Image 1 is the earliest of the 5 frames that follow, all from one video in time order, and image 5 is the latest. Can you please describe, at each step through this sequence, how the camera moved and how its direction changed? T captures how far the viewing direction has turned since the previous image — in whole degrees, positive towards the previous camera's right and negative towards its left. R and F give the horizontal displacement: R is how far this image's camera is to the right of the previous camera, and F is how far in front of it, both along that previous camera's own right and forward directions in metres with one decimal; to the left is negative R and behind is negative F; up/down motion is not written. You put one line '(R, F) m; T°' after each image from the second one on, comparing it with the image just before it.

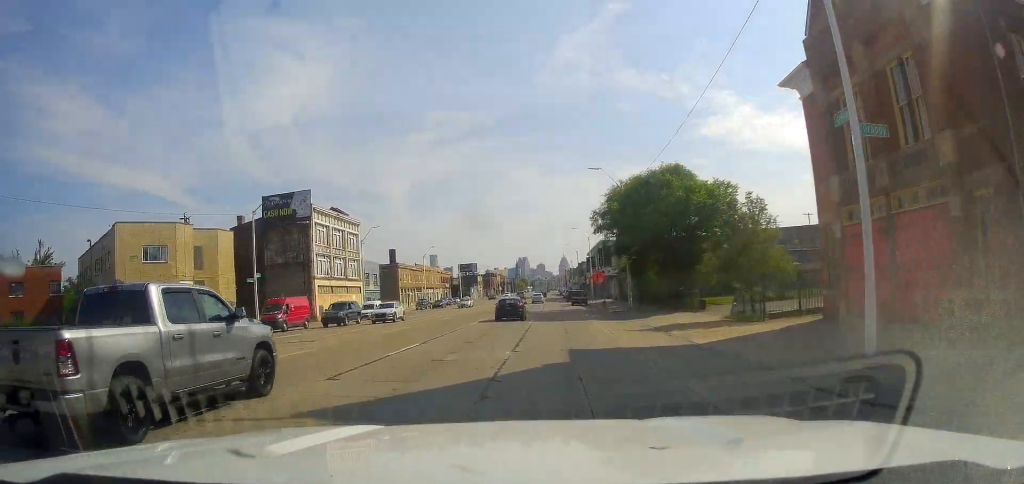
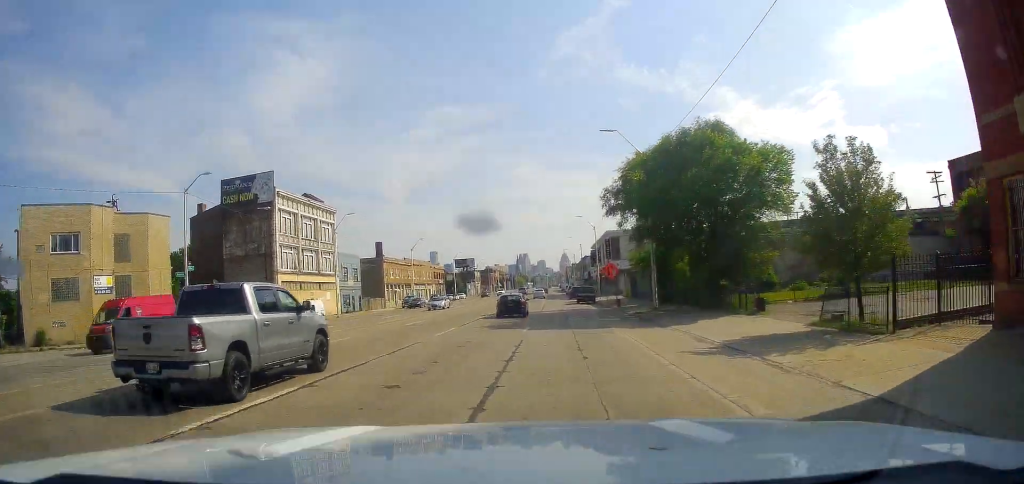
(-0.2, +10.3) m; -1°
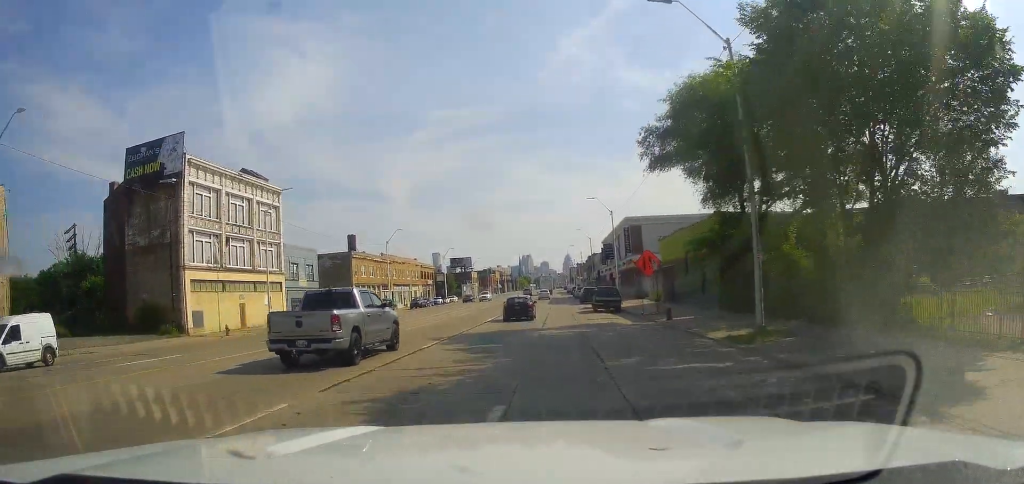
(-0.3, +18.1) m; -1°
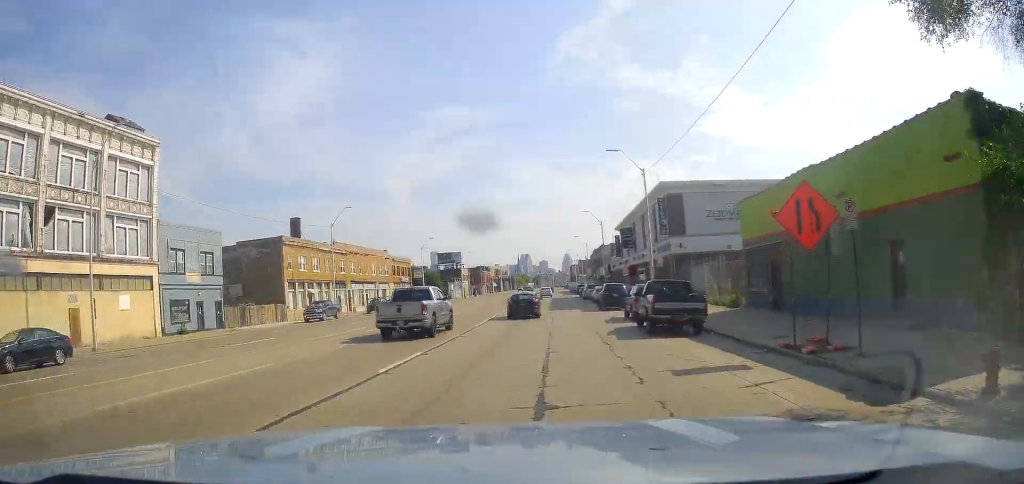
(+0.2, +22.7) m; 0°
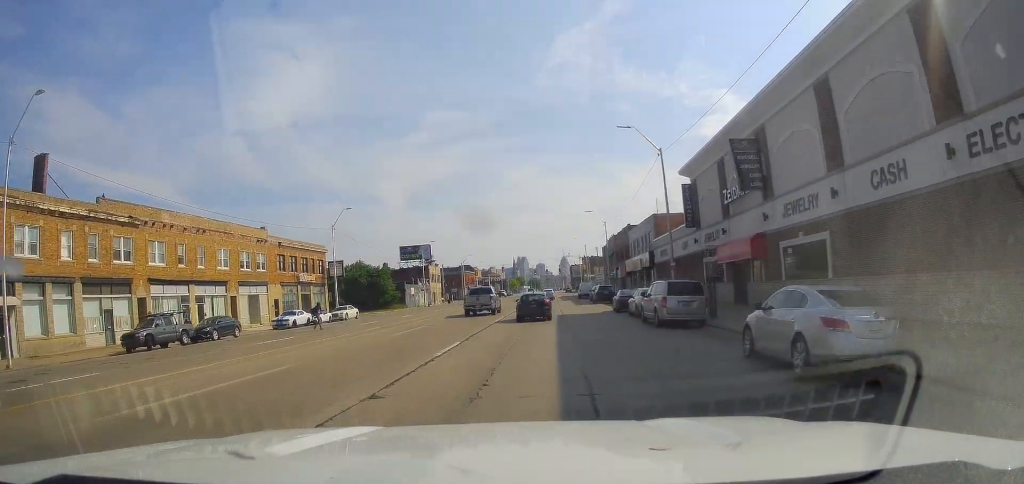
(0.0, +43.8) m; +3°
